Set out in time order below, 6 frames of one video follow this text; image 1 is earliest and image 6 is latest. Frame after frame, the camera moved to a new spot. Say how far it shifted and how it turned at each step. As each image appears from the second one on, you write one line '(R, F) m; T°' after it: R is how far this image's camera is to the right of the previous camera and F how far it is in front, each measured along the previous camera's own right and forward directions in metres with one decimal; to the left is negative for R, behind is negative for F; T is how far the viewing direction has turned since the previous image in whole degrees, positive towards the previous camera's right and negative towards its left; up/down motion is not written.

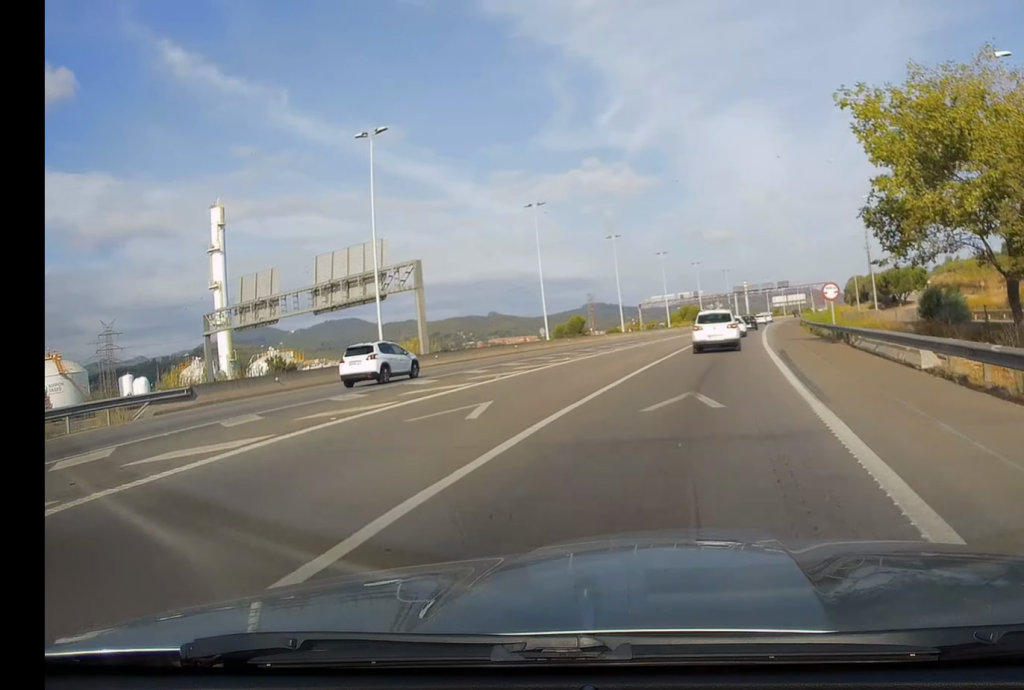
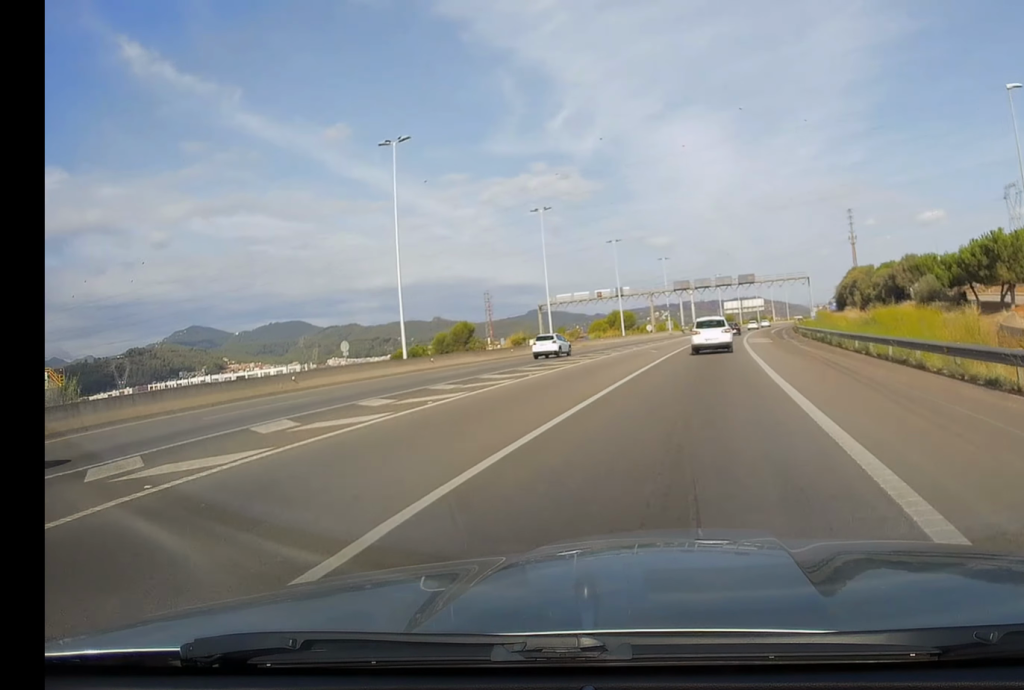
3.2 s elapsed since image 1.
(+3.2, +64.3) m; +5°
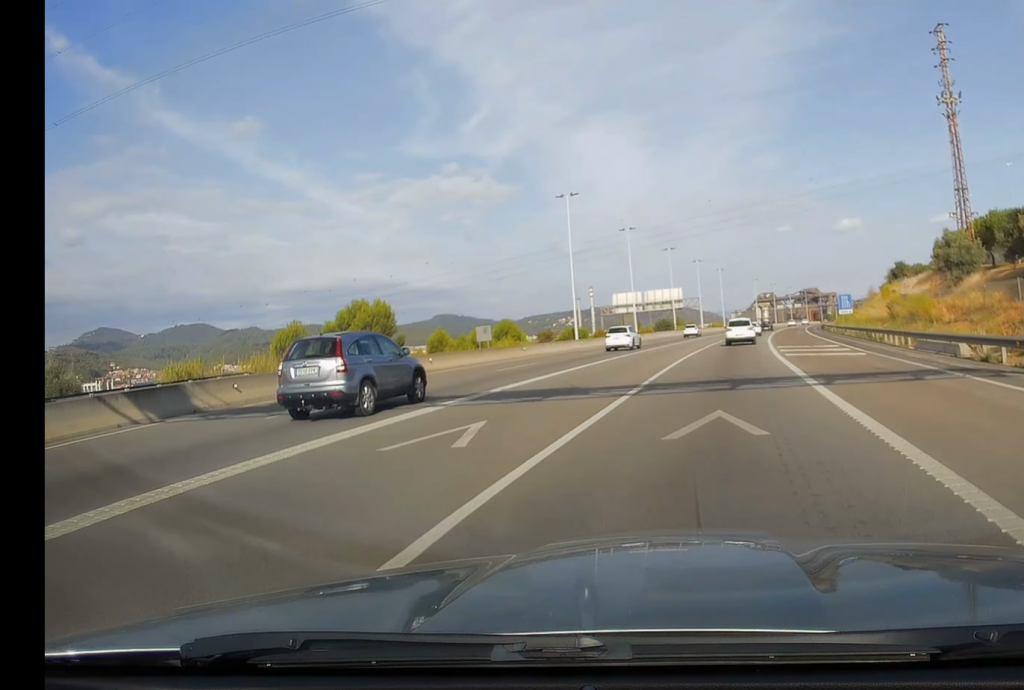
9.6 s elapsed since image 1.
(+6.5, +135.8) m; +6°
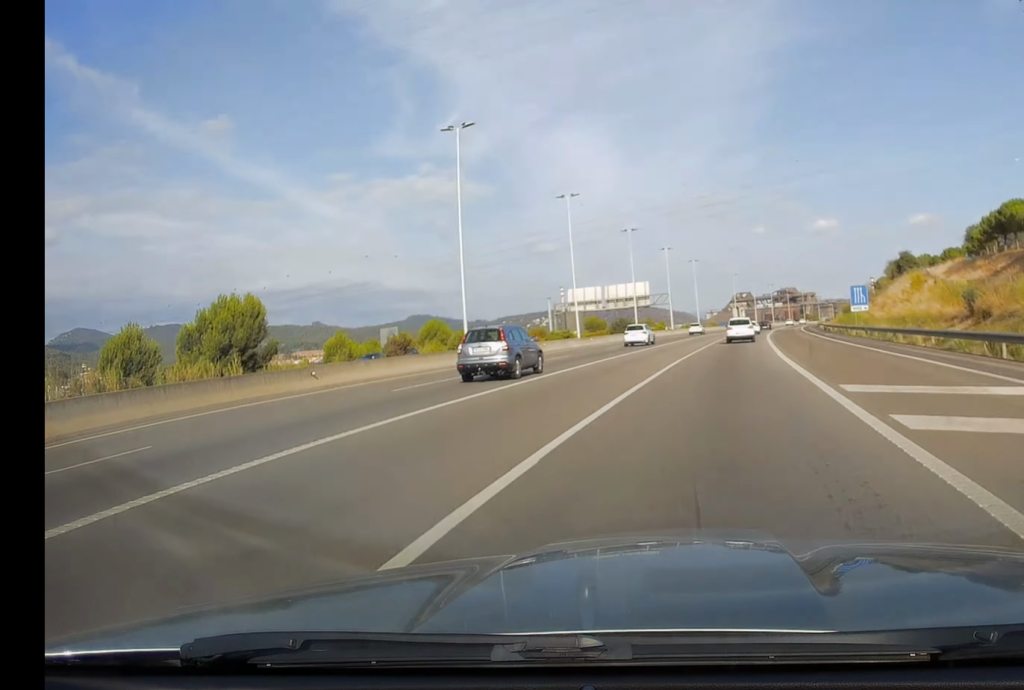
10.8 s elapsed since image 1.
(+0.6, +26.9) m; +2°
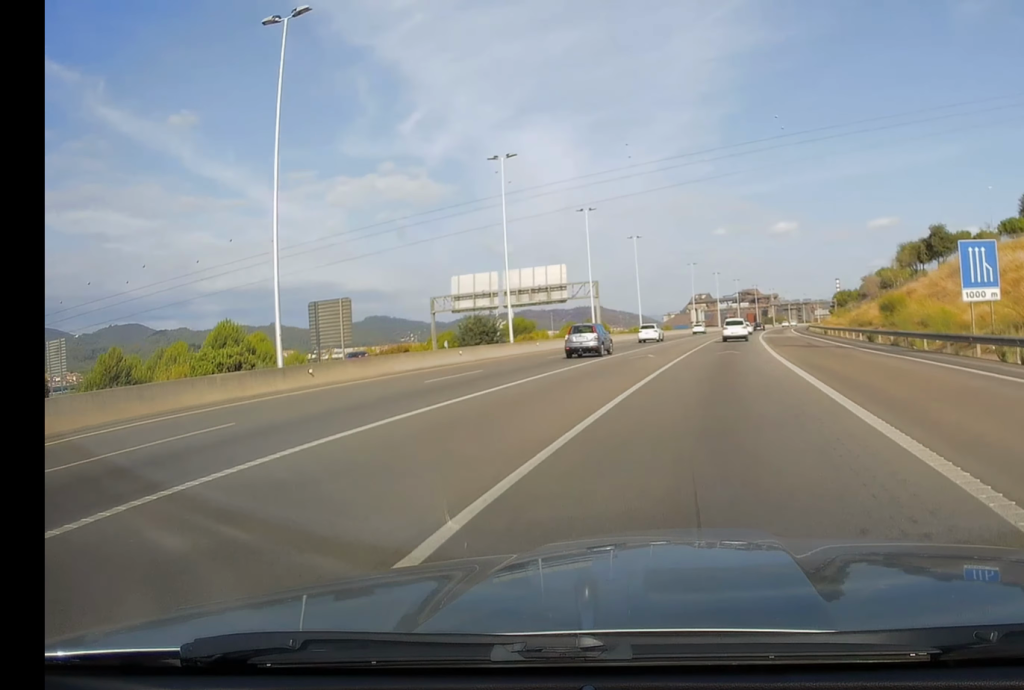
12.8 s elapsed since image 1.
(+1.3, +47.1) m; +3°
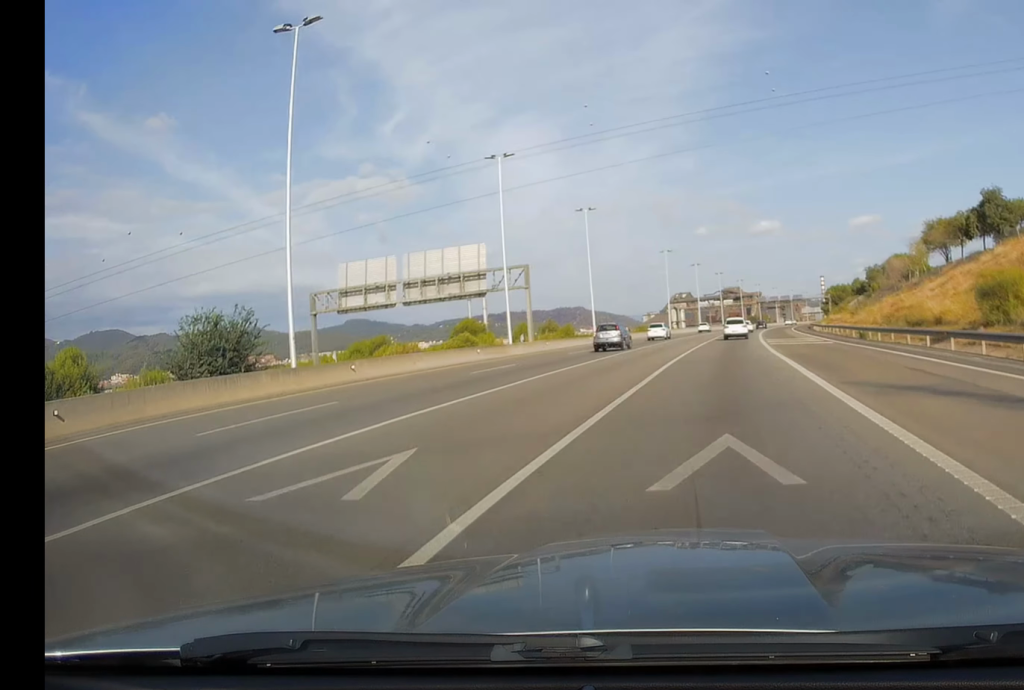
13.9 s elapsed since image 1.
(+0.4, +28.2) m; +2°
